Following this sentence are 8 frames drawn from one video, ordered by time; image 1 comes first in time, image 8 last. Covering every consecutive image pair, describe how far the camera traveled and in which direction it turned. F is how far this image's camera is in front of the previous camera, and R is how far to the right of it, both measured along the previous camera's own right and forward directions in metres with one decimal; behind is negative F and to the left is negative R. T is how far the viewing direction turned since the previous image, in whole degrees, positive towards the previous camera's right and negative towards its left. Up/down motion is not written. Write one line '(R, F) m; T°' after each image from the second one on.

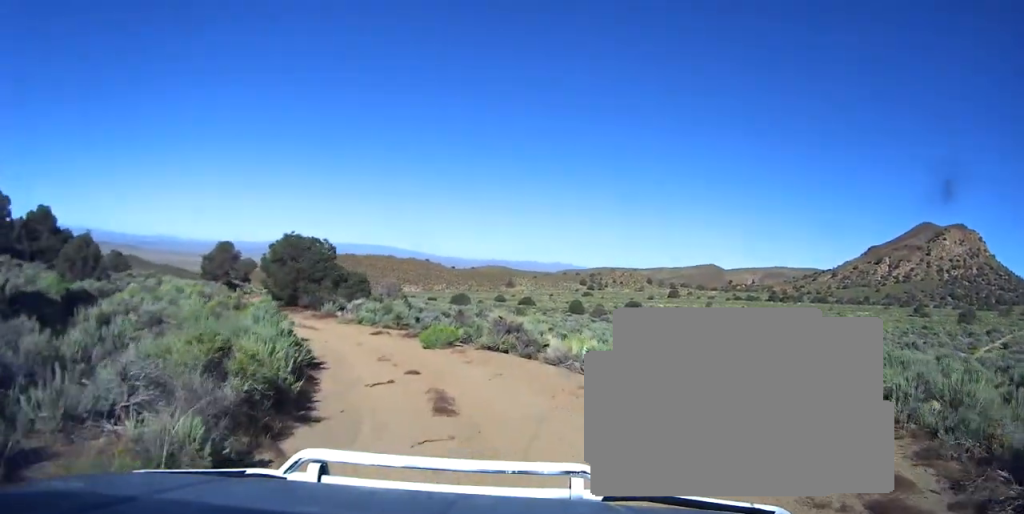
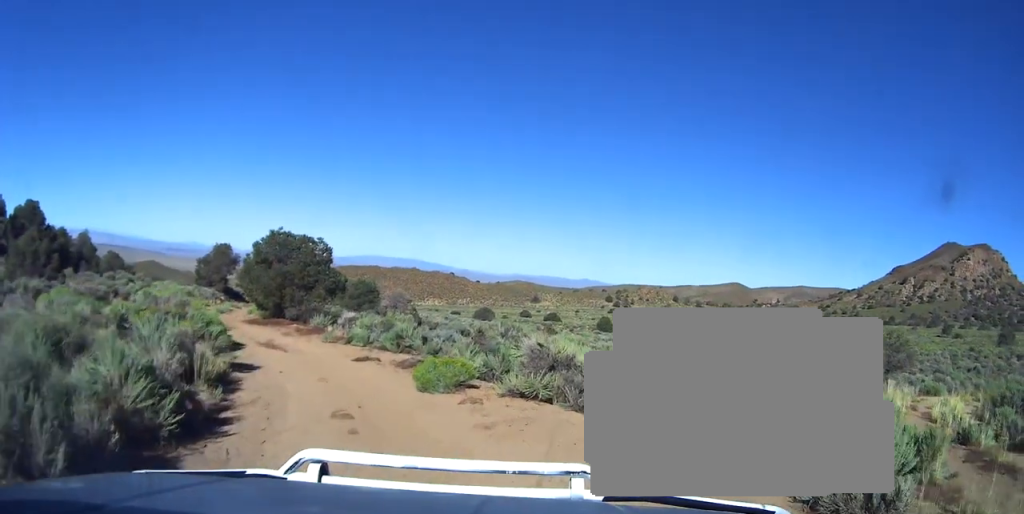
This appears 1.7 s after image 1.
(-0.7, +6.0) m; -8°
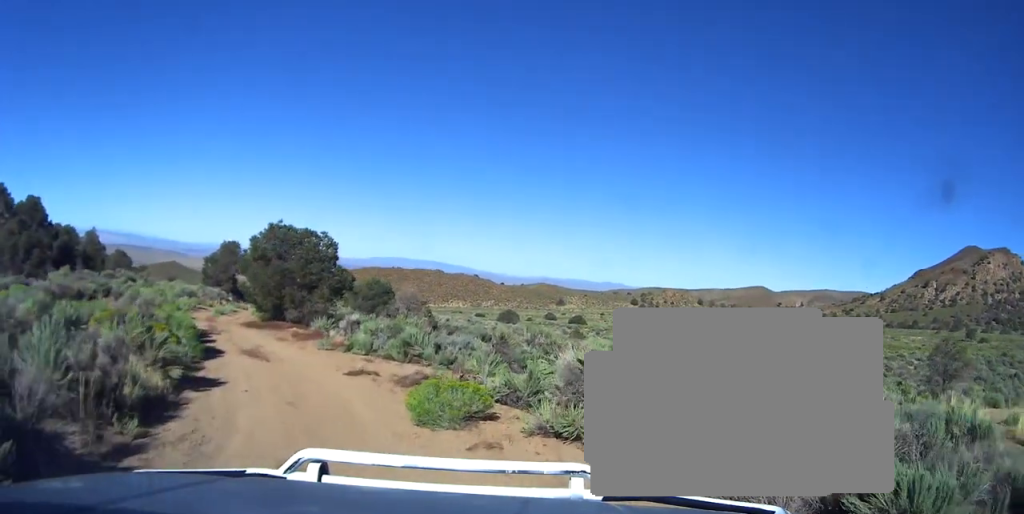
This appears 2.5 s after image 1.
(0.0, +2.9) m; -1°
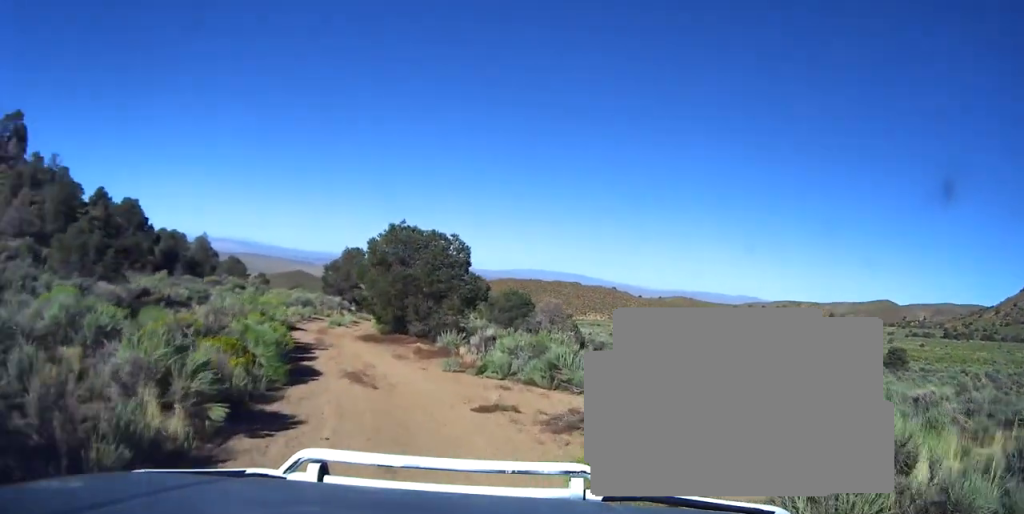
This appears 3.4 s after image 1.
(+0.1, +3.0) m; -5°
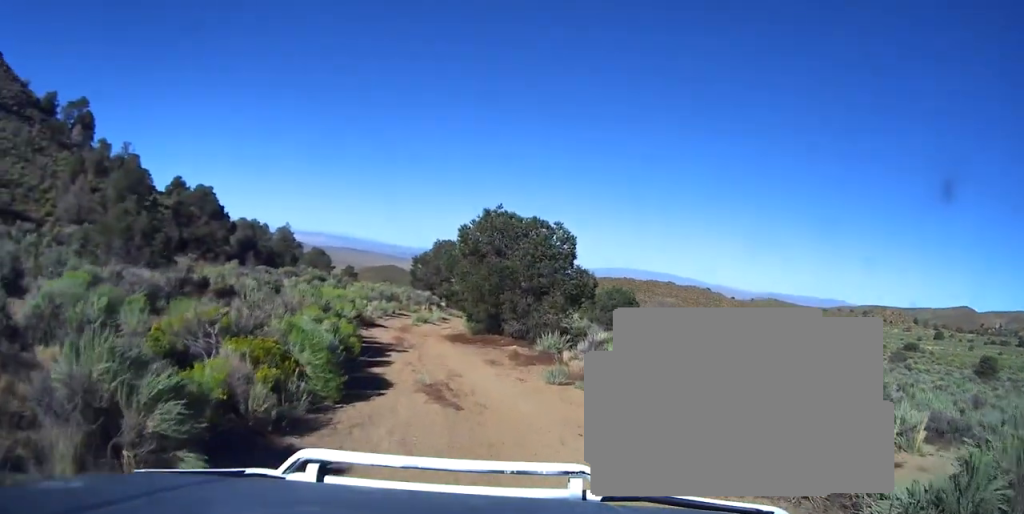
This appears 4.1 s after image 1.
(-0.2, +2.4) m; -10°
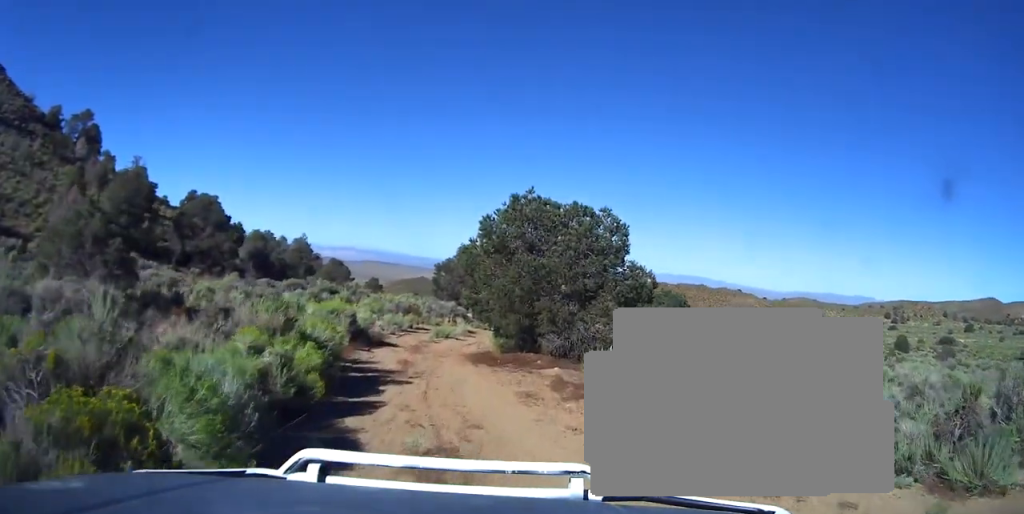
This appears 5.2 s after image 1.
(-0.3, +3.7) m; -6°
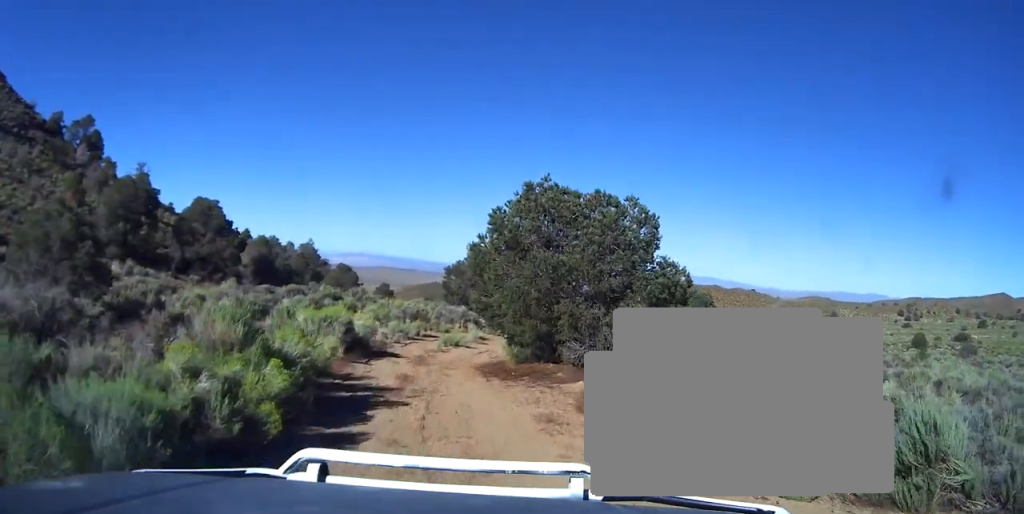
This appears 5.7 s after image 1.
(0.0, +1.8) m; 0°
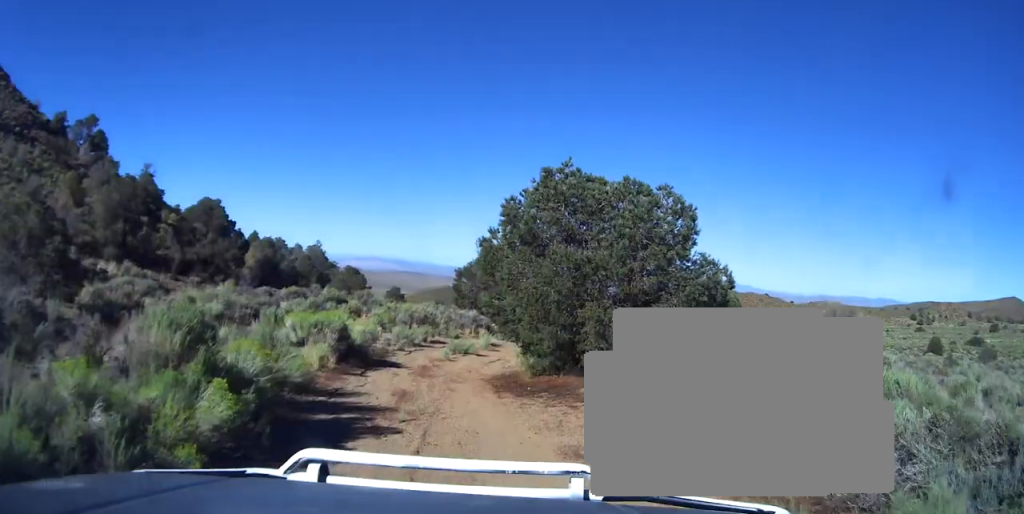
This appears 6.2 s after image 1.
(0.0, +1.7) m; 0°
